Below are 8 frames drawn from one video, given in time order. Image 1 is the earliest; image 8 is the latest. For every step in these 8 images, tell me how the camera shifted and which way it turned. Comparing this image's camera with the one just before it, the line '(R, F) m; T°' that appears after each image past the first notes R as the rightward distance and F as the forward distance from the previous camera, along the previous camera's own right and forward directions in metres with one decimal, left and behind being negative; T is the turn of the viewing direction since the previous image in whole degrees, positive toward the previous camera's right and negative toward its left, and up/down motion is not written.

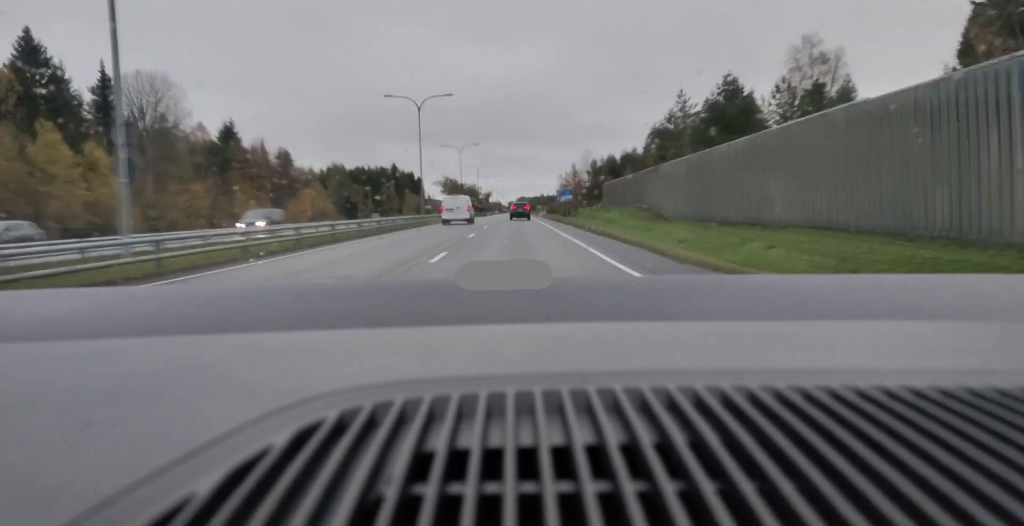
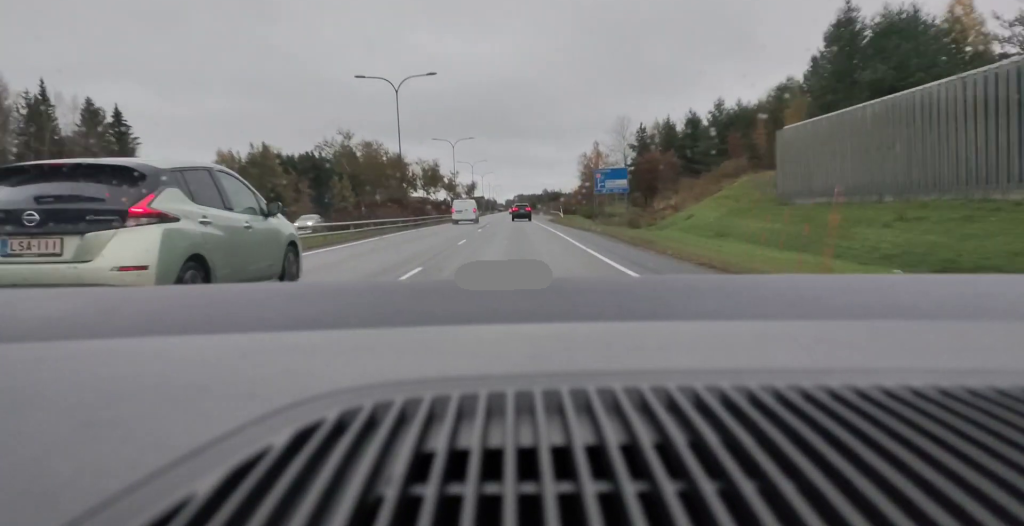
(-0.6, +64.3) m; -1°
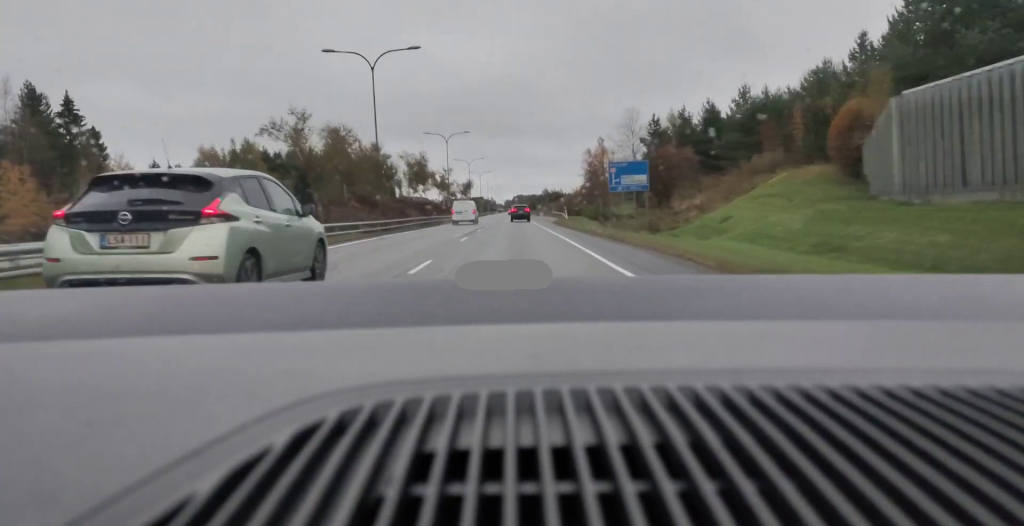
(+0.1, +9.9) m; 0°
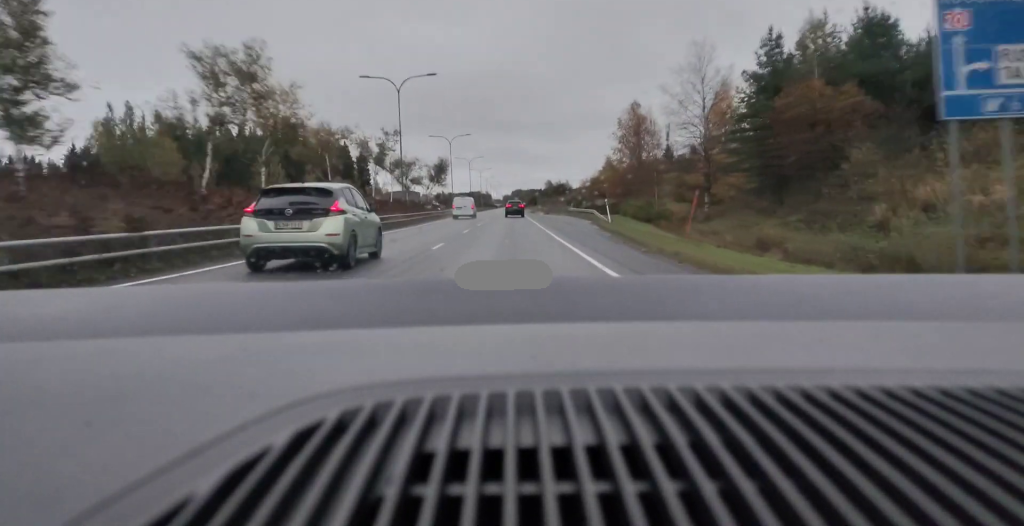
(0.0, +41.3) m; 0°
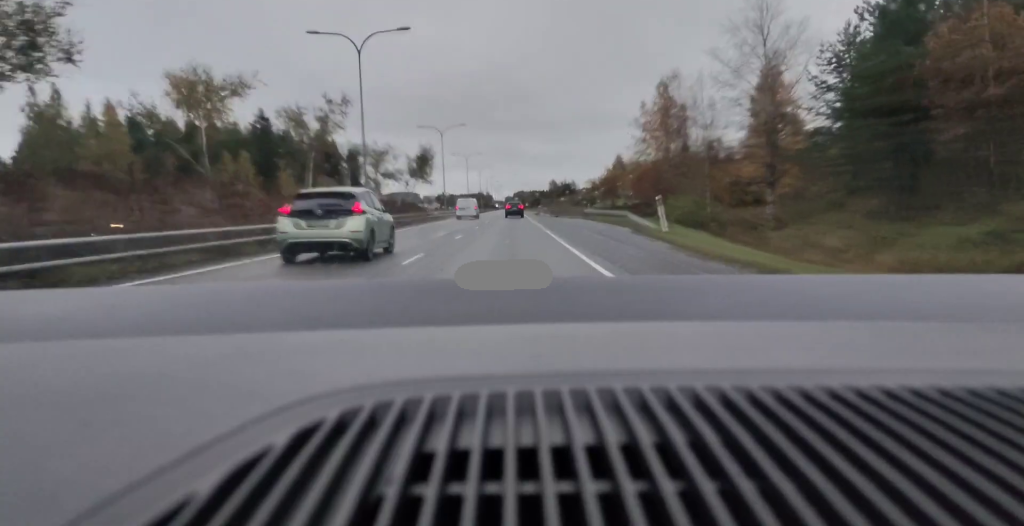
(-0.2, +16.1) m; 0°
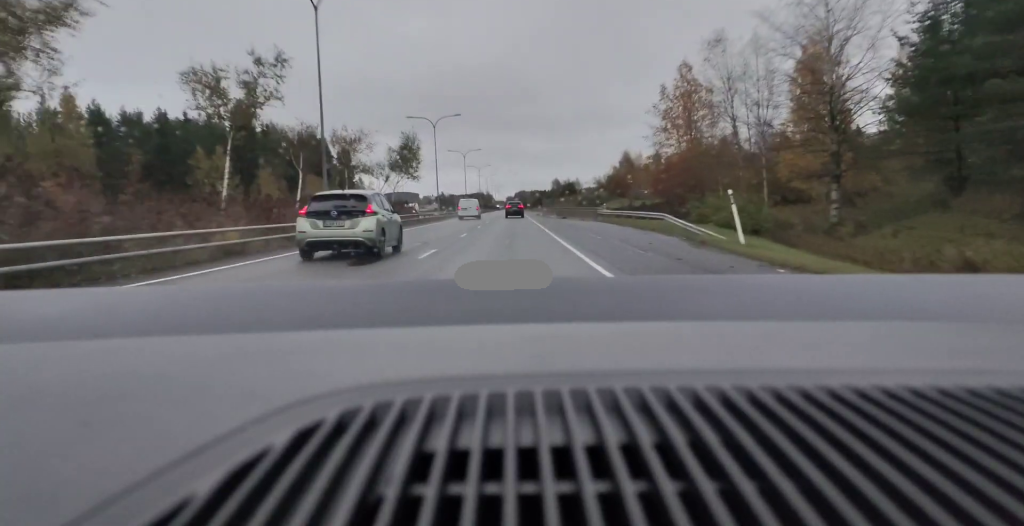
(+0.1, +9.9) m; 0°
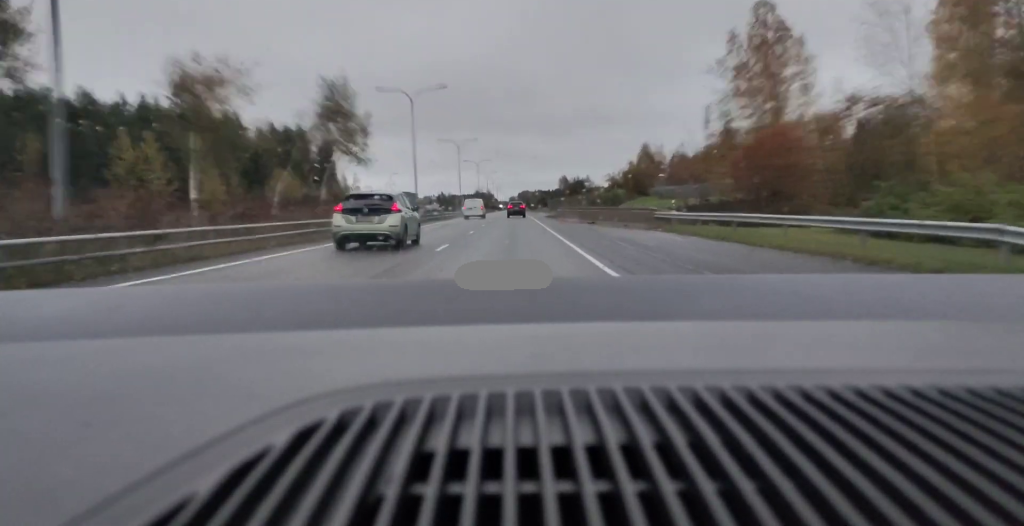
(+0.2, +22.1) m; 0°
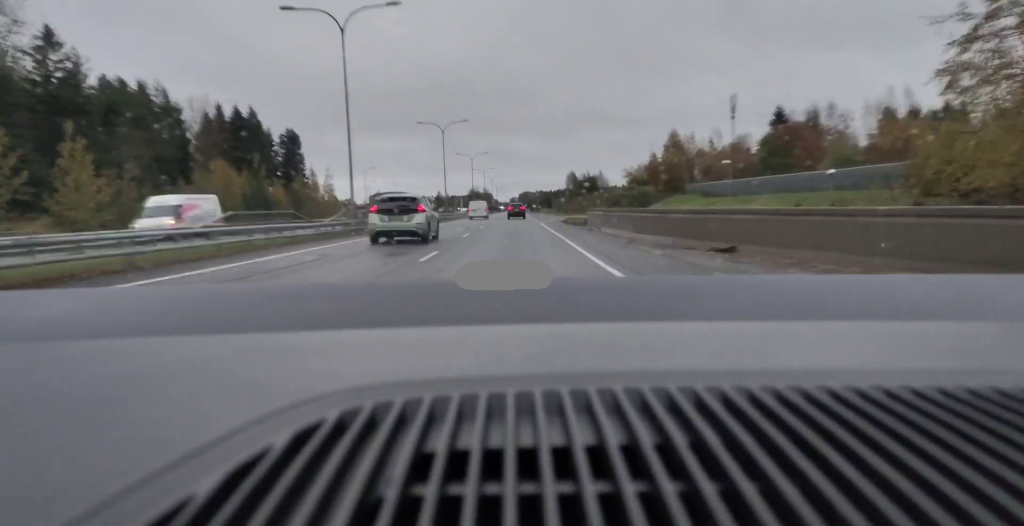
(-0.3, +27.0) m; -1°
